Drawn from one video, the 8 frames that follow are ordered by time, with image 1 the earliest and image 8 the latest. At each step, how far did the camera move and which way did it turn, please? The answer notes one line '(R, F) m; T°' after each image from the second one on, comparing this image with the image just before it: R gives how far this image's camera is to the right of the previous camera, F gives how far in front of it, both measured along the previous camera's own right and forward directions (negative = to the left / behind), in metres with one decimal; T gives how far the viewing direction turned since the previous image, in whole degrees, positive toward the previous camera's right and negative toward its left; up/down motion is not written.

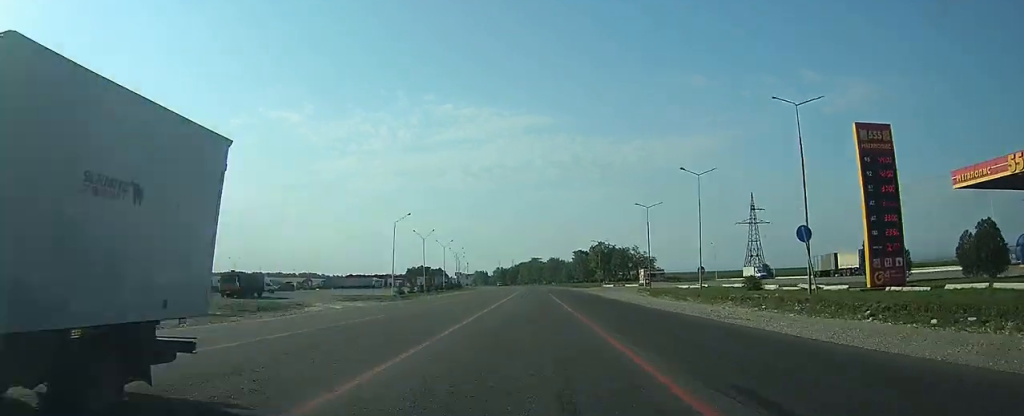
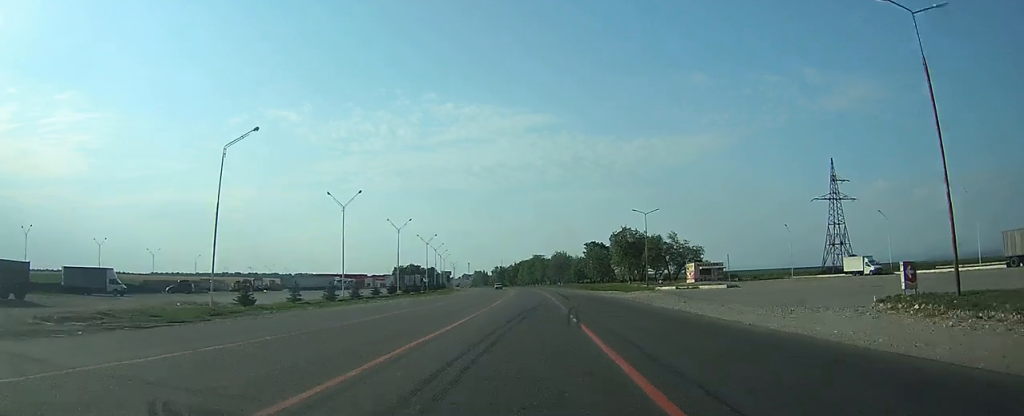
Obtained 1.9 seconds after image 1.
(+0.2, +44.9) m; 0°
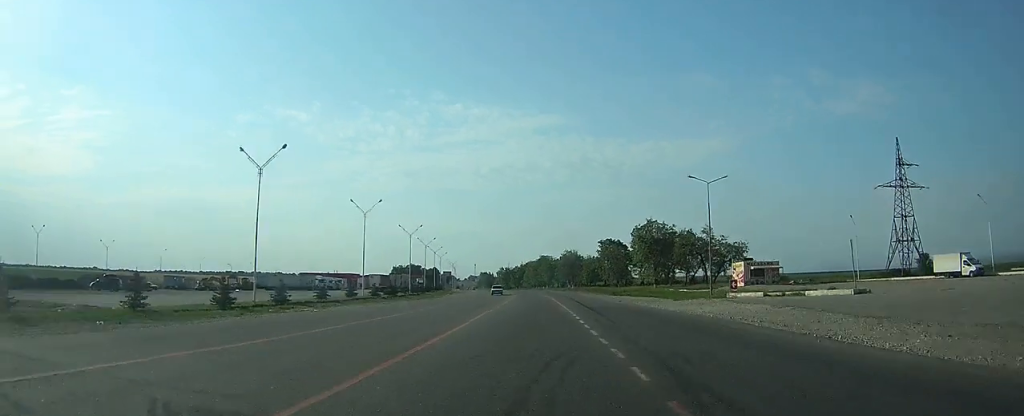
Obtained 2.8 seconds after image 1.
(-0.1, +20.9) m; -1°
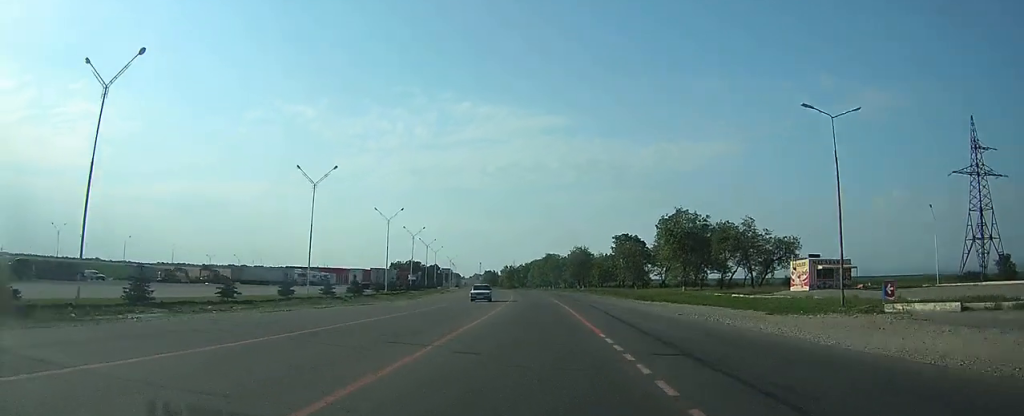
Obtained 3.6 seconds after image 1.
(-0.1, +17.8) m; -1°
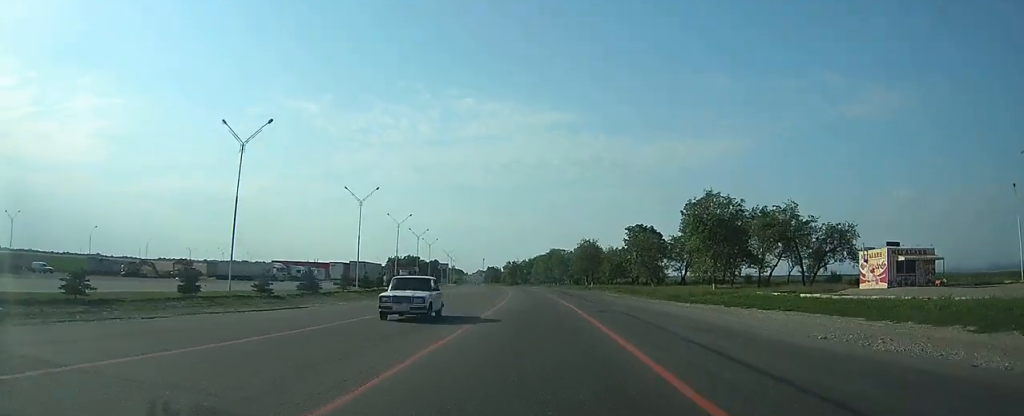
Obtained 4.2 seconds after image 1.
(-0.1, +13.9) m; 0°
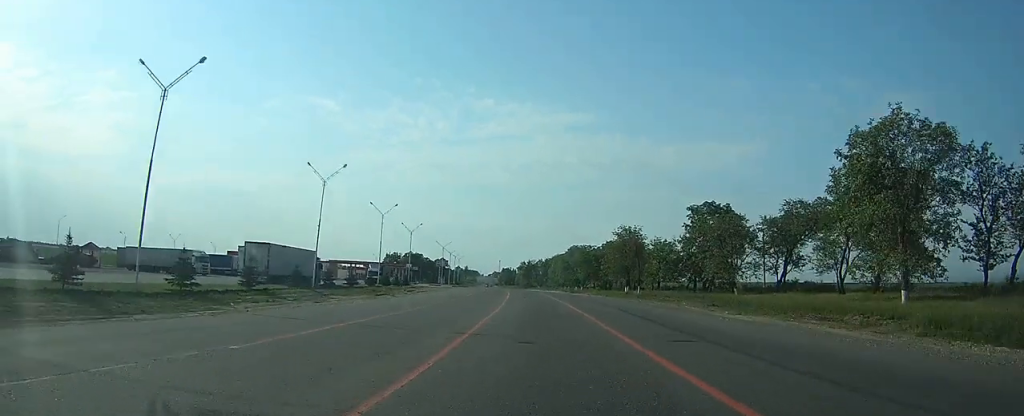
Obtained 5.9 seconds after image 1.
(-0.2, +38.5) m; -1°
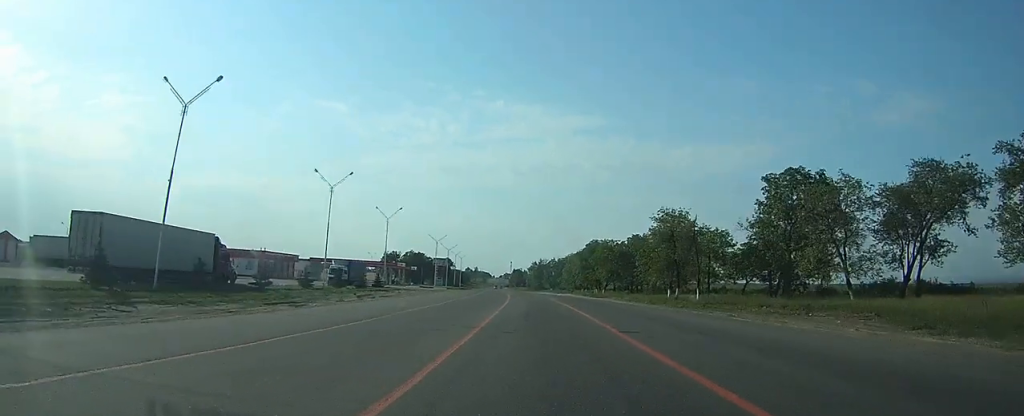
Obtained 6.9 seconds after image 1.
(-0.2, +24.6) m; -1°
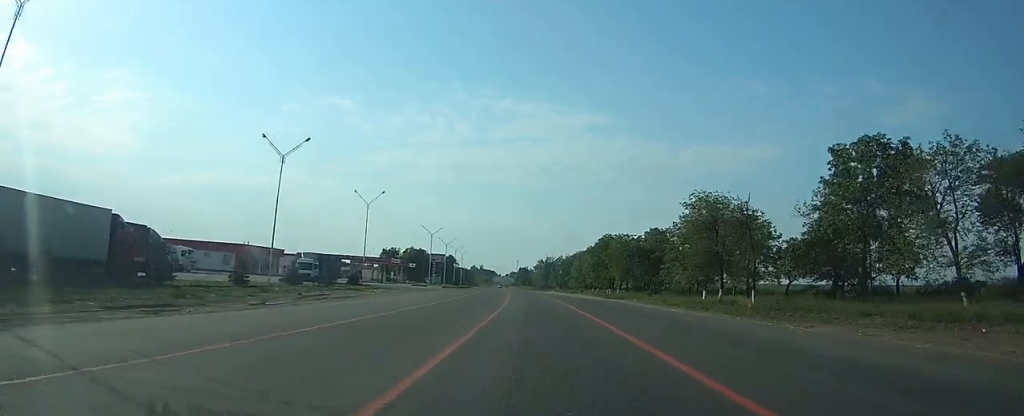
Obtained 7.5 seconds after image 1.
(-0.1, +13.0) m; 0°
